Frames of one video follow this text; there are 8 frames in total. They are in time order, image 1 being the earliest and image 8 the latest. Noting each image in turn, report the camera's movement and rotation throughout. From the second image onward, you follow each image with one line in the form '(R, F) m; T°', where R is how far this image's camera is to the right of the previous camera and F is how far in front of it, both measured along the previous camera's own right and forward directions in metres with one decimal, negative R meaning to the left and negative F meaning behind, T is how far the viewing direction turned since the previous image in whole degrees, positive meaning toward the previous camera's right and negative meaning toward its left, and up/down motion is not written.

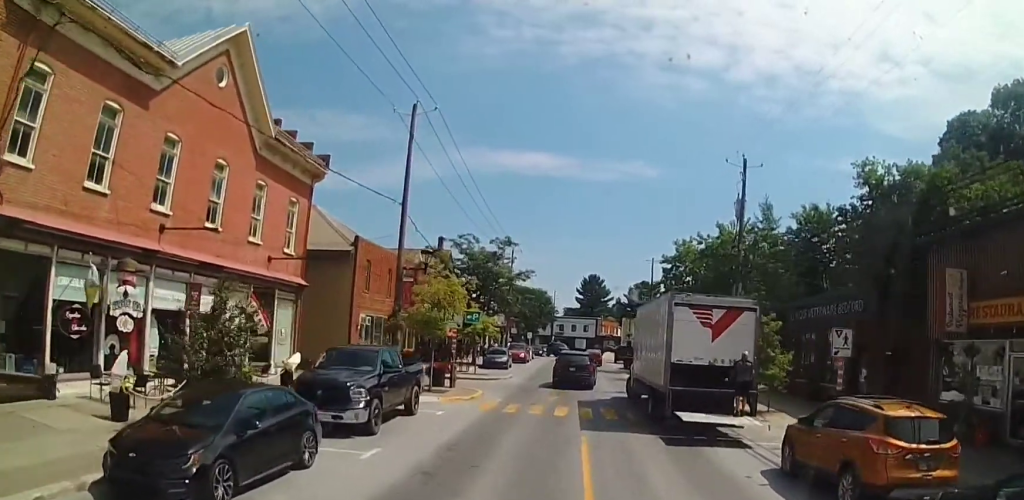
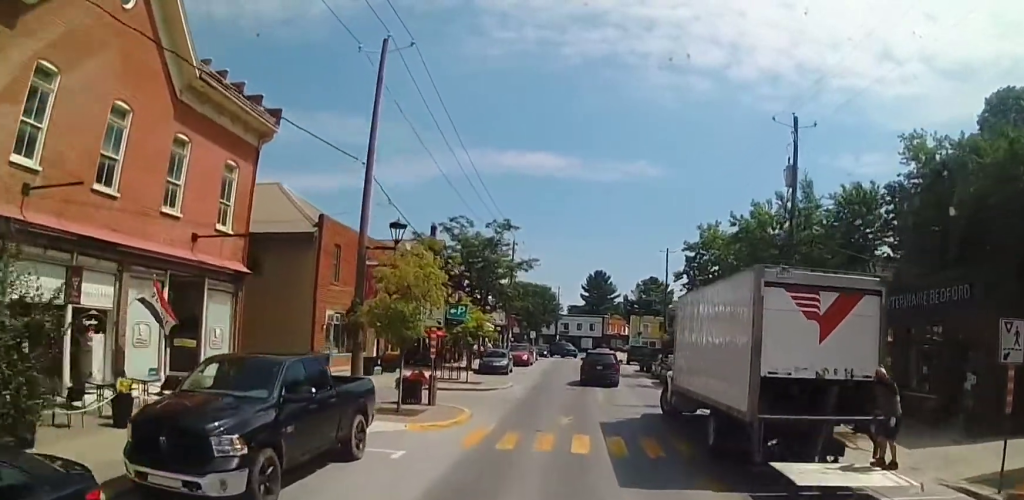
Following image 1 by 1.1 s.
(-0.1, +6.0) m; +2°
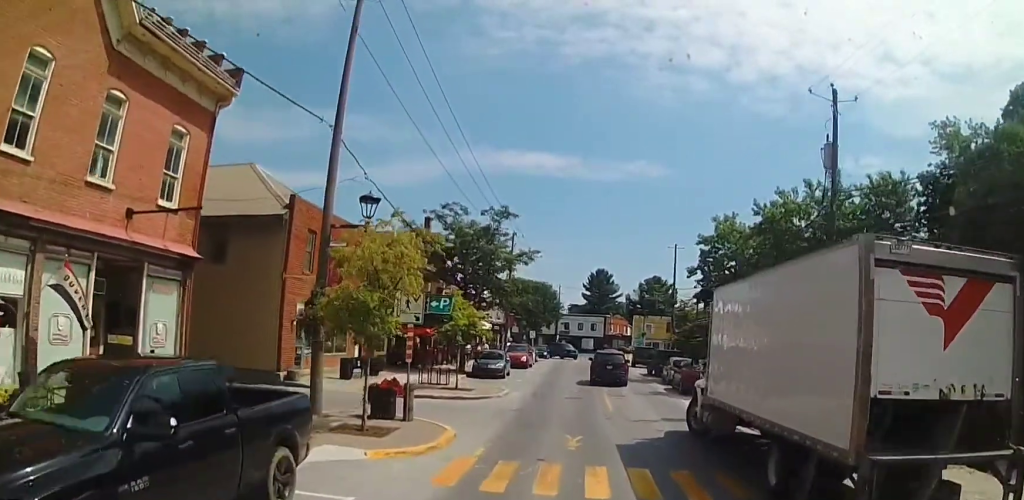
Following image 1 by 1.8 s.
(+0.1, +3.6) m; +2°
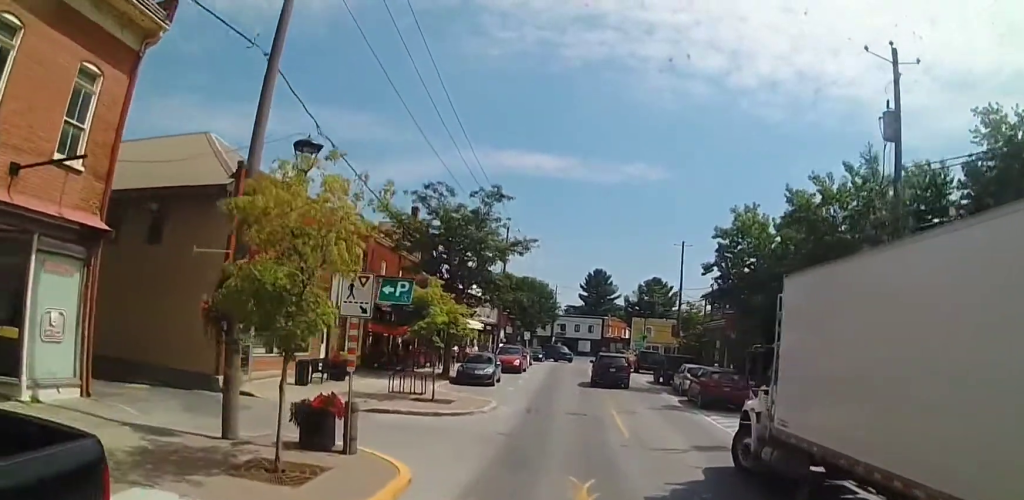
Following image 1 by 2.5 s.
(0.0, +4.5) m; 0°
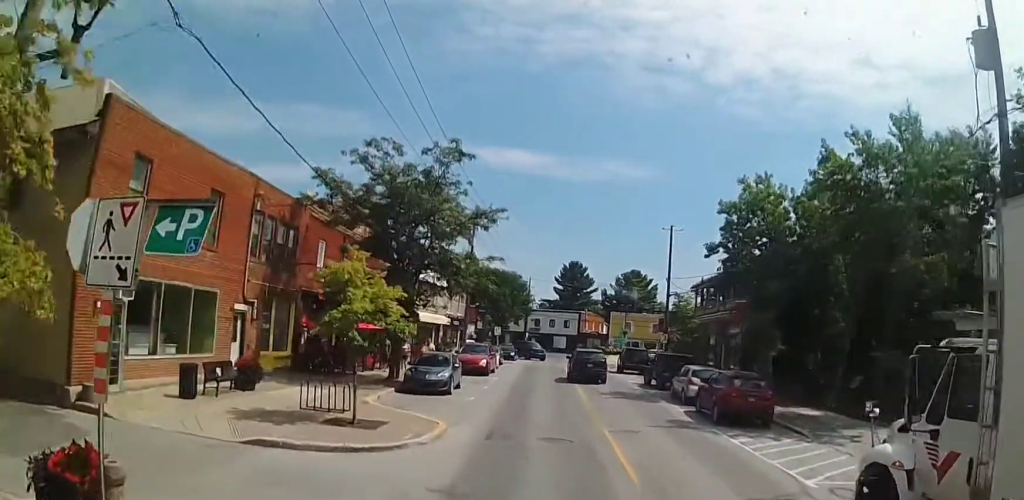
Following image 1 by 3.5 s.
(+0.1, +6.1) m; +1°
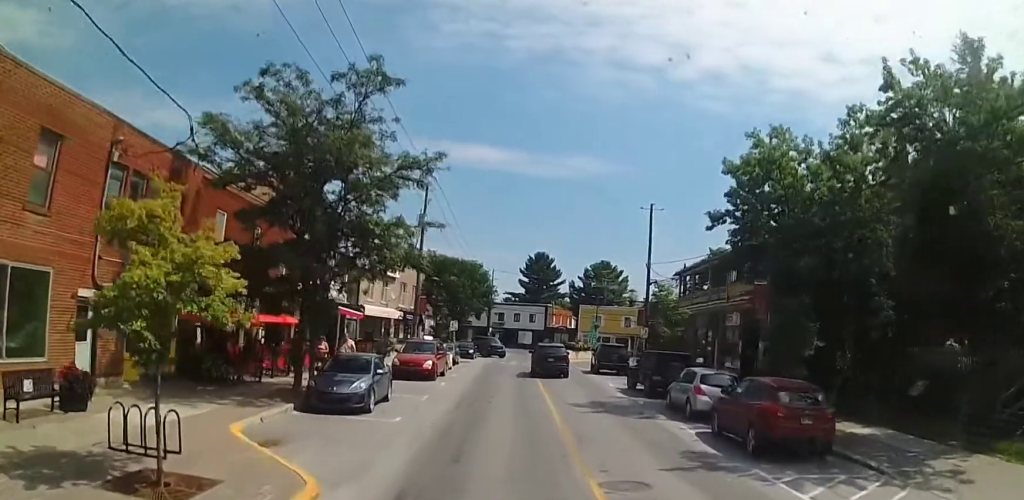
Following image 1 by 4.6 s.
(0.0, +6.4) m; 0°
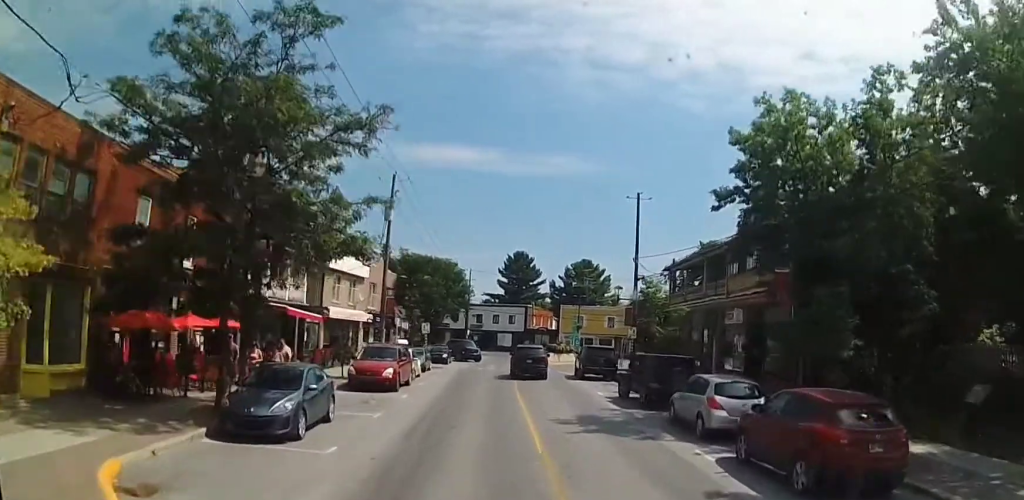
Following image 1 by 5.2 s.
(-0.1, +3.6) m; +3°
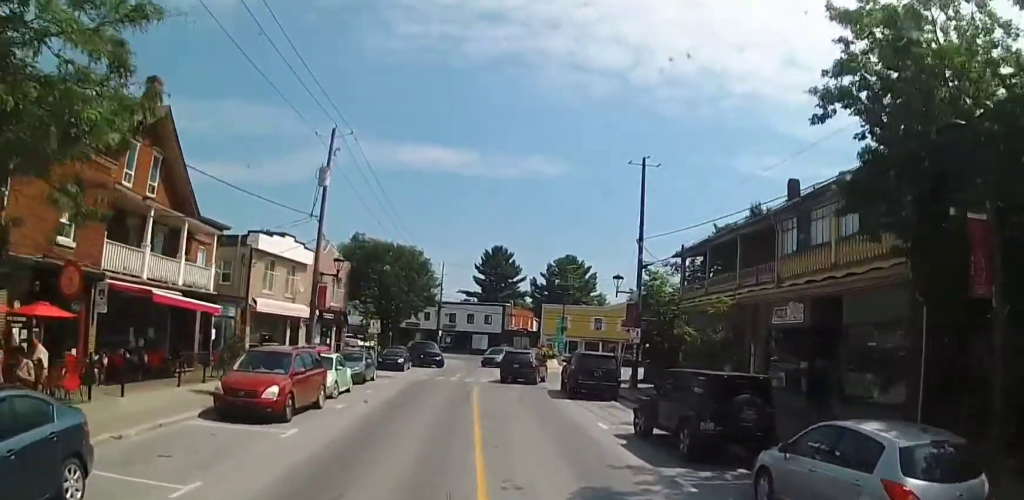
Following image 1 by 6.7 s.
(+0.7, +8.7) m; +8°
